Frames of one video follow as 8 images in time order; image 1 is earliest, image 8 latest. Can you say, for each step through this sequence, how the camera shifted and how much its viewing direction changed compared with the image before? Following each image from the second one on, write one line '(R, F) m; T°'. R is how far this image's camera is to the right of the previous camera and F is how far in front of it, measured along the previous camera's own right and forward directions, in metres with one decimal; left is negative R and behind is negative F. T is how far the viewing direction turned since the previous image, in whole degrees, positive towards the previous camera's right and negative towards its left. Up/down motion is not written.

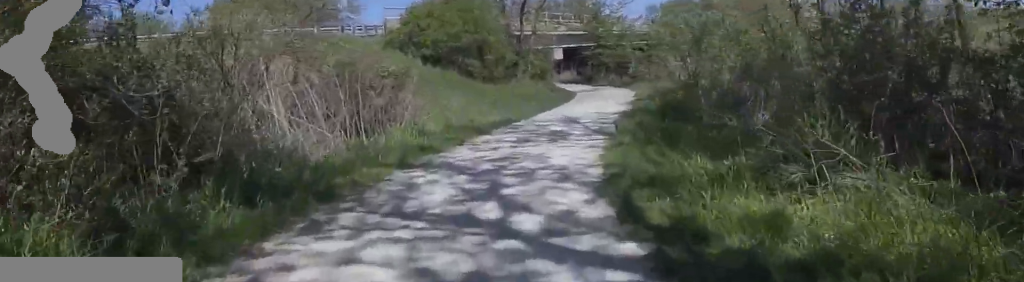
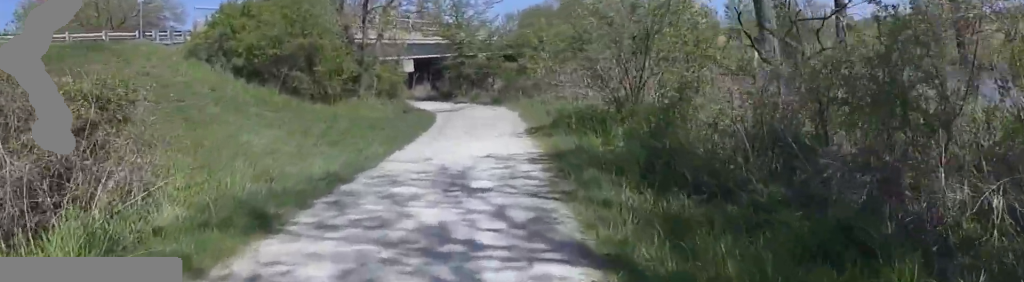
(+0.8, +6.4) m; +7°
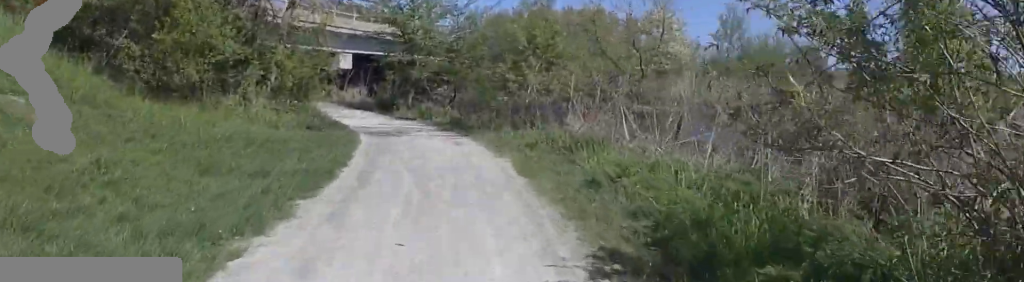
(0.0, +8.8) m; 0°
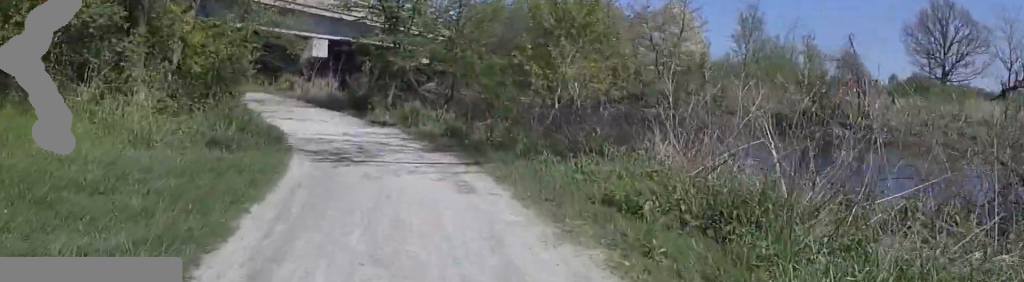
(0.0, +5.8) m; -10°
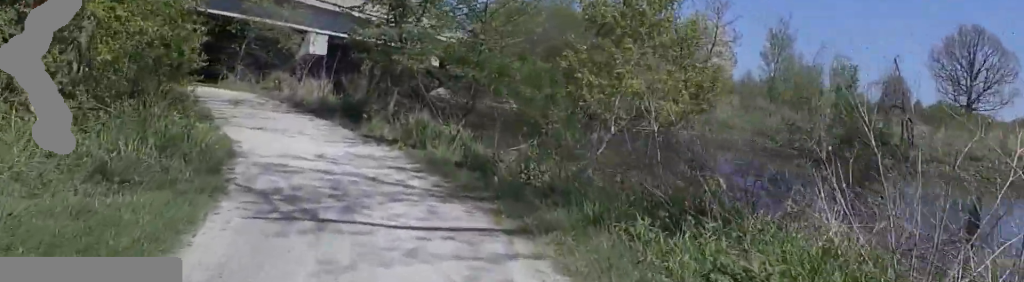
(-0.5, +3.1) m; -2°
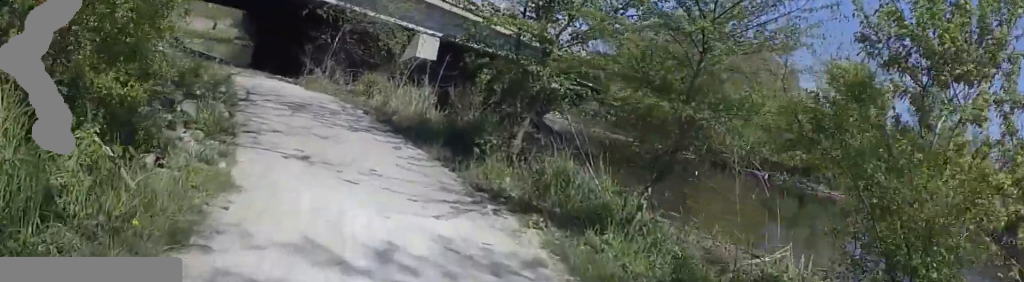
(-0.6, +4.3) m; -2°
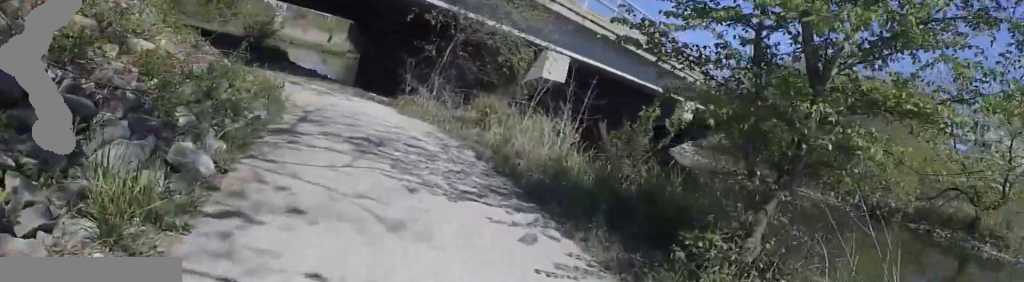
(+0.7, +3.7) m; -3°
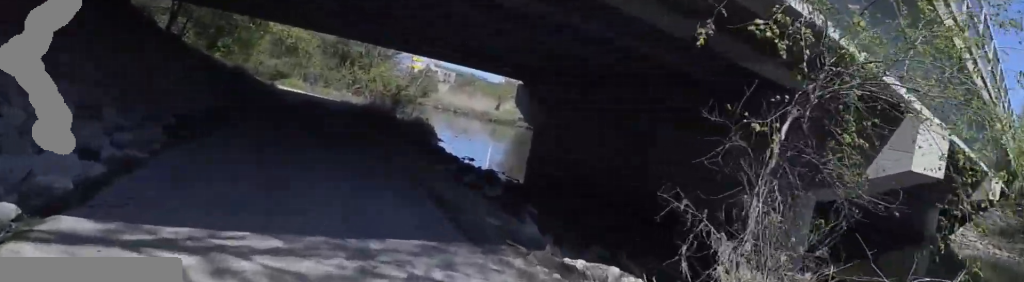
(-2.0, +10.1) m; -12°
